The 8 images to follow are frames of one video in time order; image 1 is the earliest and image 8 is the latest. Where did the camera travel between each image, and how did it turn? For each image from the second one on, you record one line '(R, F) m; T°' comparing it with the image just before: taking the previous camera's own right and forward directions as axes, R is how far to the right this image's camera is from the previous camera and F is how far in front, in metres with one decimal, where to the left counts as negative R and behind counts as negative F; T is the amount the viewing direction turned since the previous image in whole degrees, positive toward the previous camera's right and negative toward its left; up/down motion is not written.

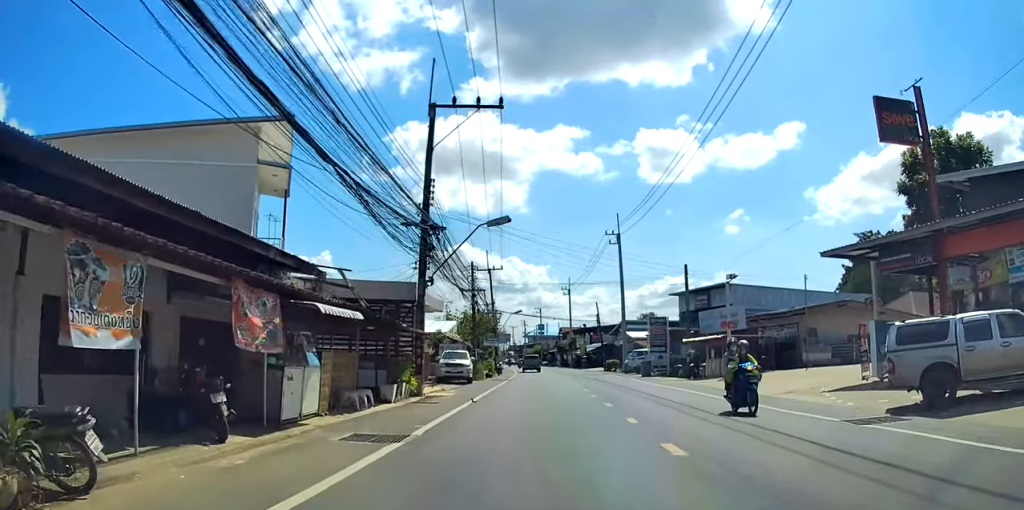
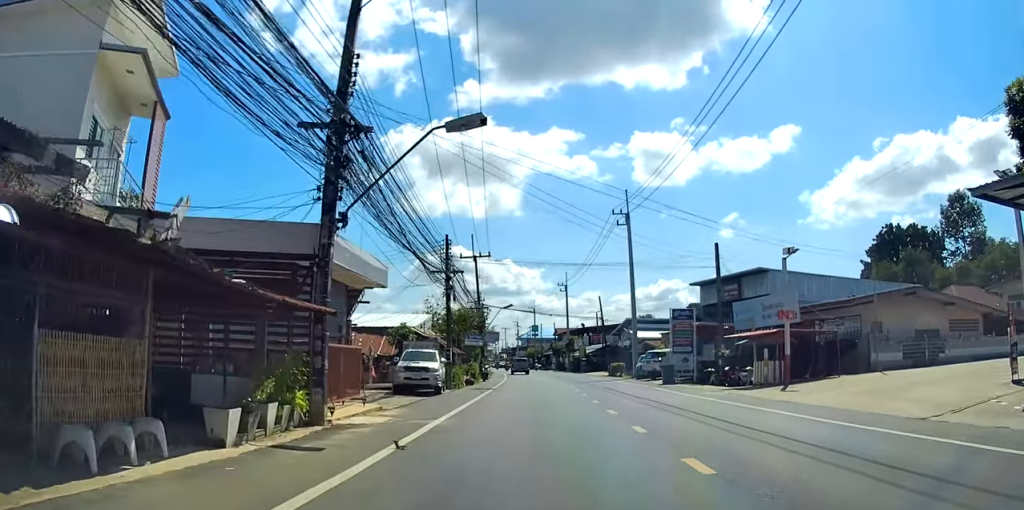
(-0.1, +9.5) m; -5°
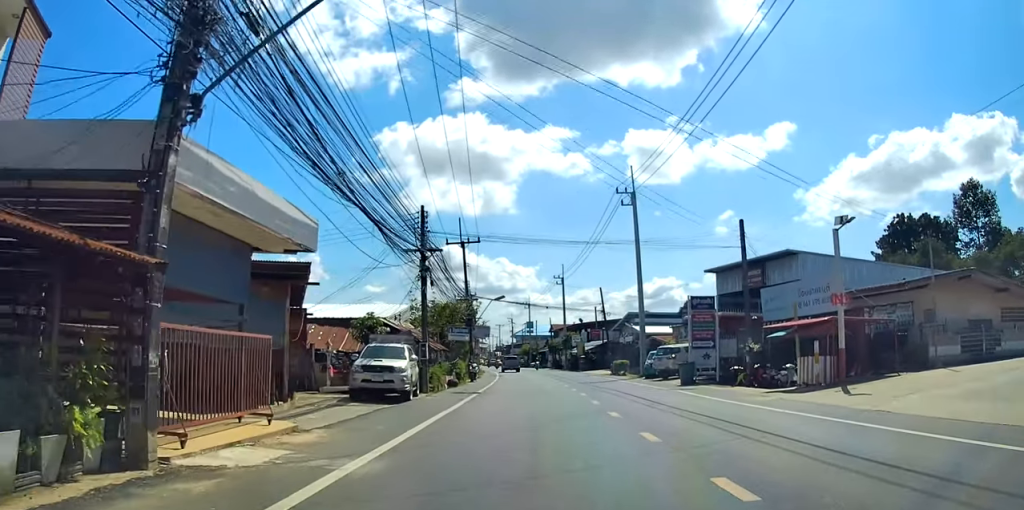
(-0.4, +5.4) m; -1°
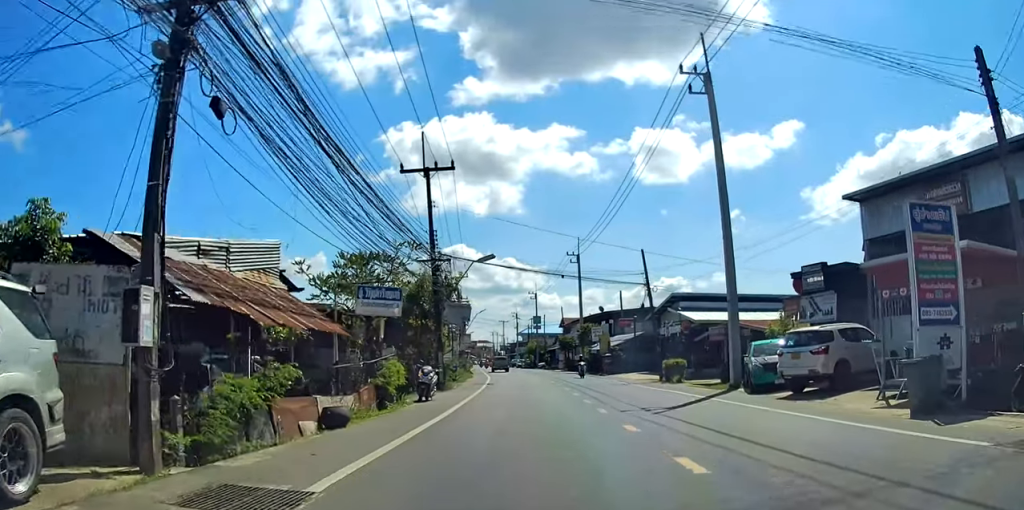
(+1.7, +18.5) m; +6°
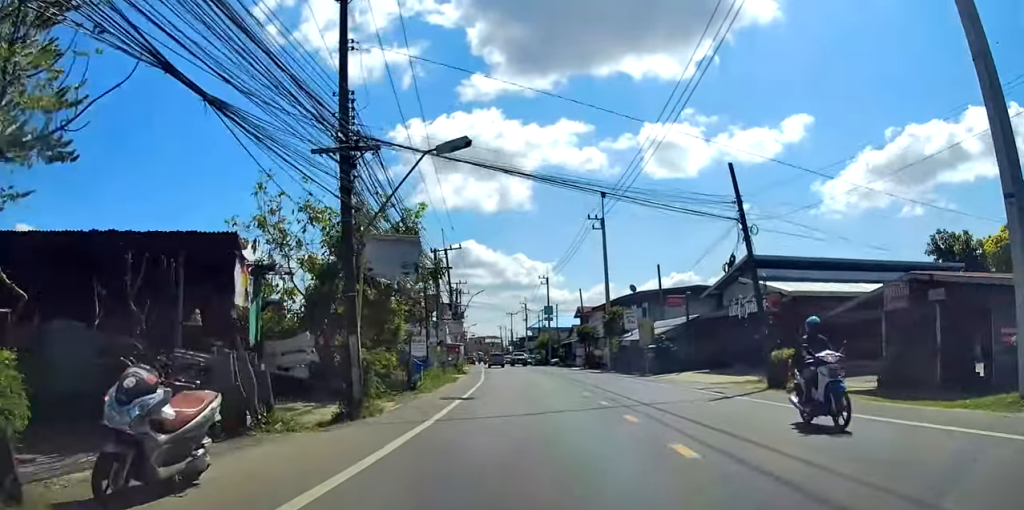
(-0.8, +16.1) m; 0°
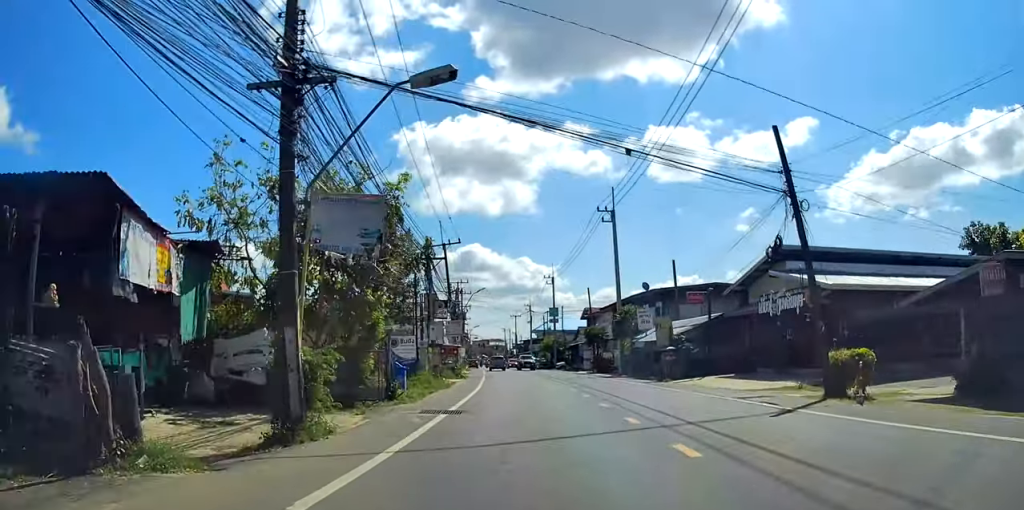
(+0.5, +3.9) m; +2°
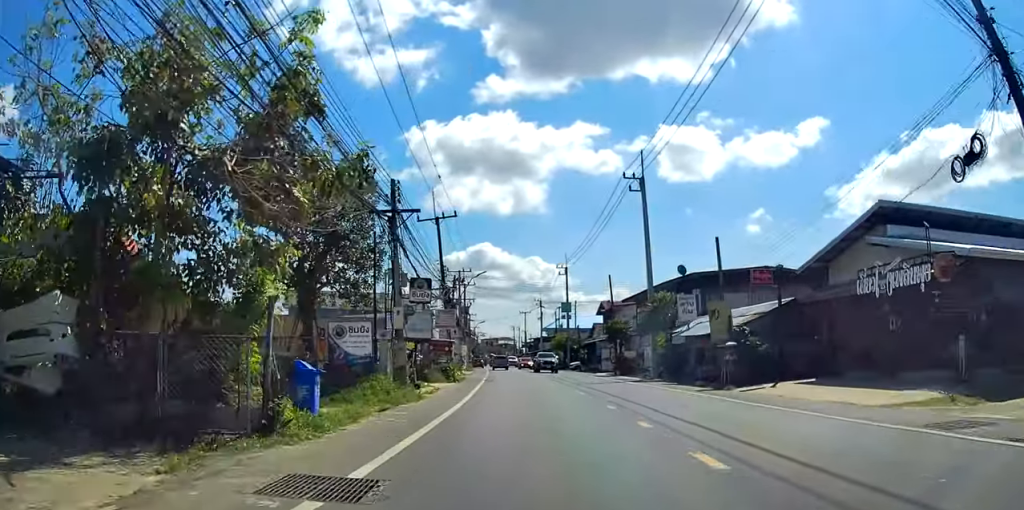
(-0.5, +8.8) m; -4°
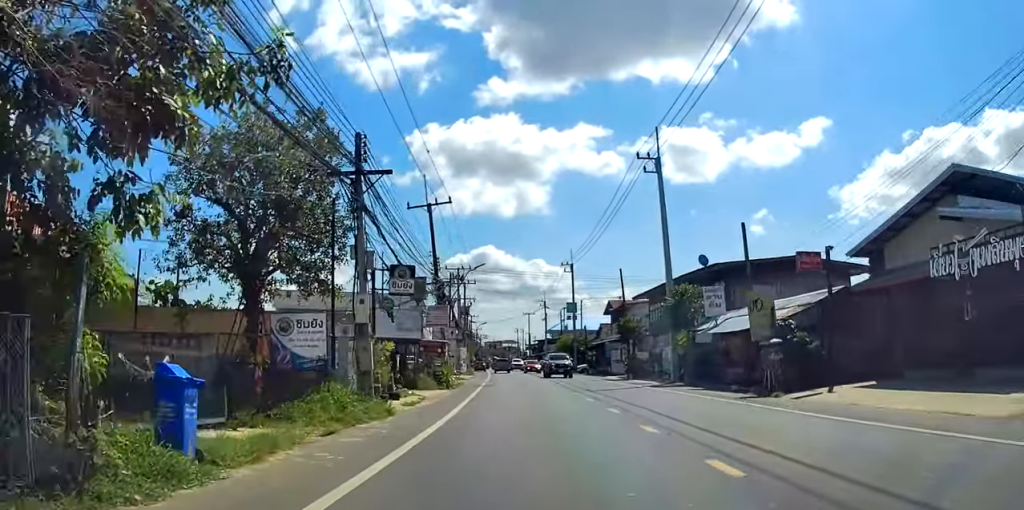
(-0.1, +4.6) m; -1°
